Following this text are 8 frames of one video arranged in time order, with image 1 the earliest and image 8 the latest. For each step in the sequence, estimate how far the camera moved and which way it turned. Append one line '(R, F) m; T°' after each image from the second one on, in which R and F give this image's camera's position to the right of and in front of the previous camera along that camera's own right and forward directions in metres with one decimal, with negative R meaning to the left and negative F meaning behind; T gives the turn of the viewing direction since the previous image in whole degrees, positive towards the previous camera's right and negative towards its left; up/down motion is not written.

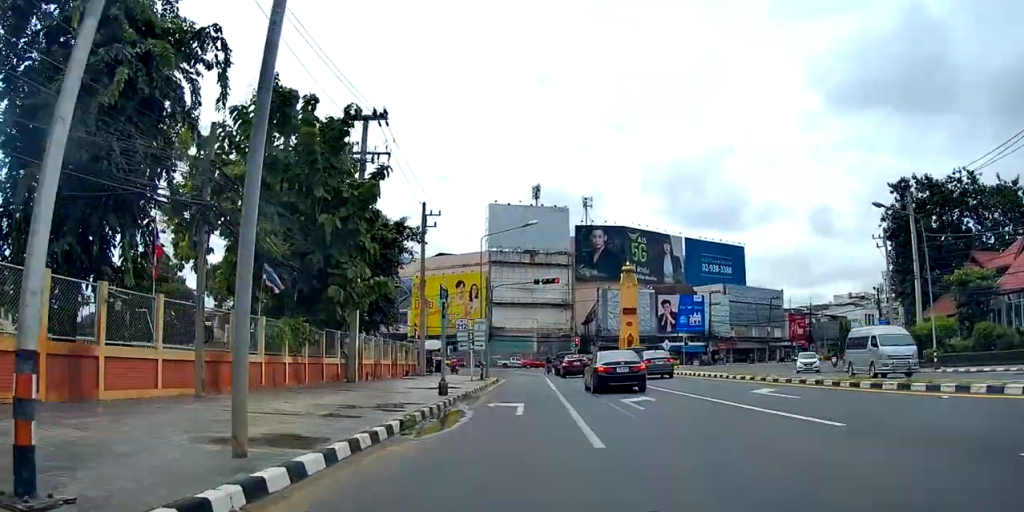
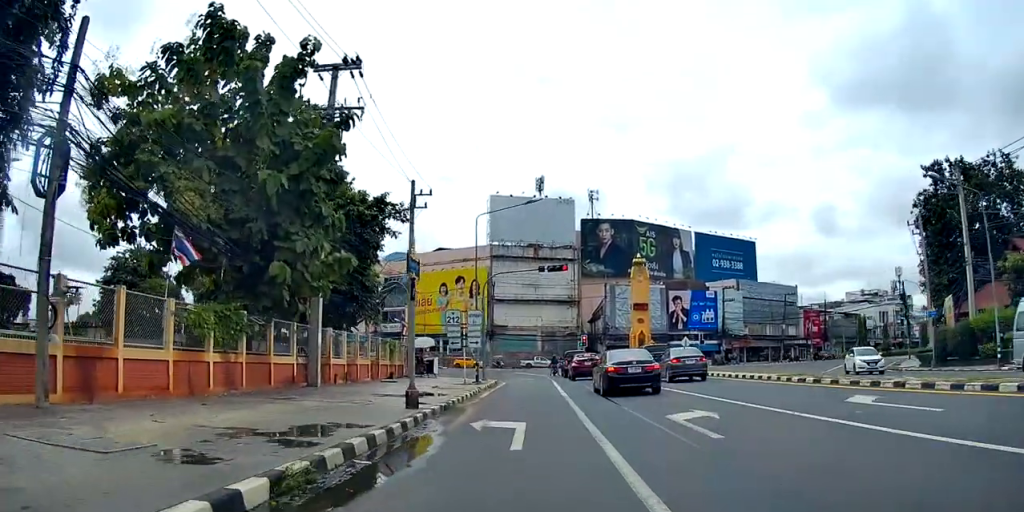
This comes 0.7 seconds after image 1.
(-0.3, +5.5) m; -2°
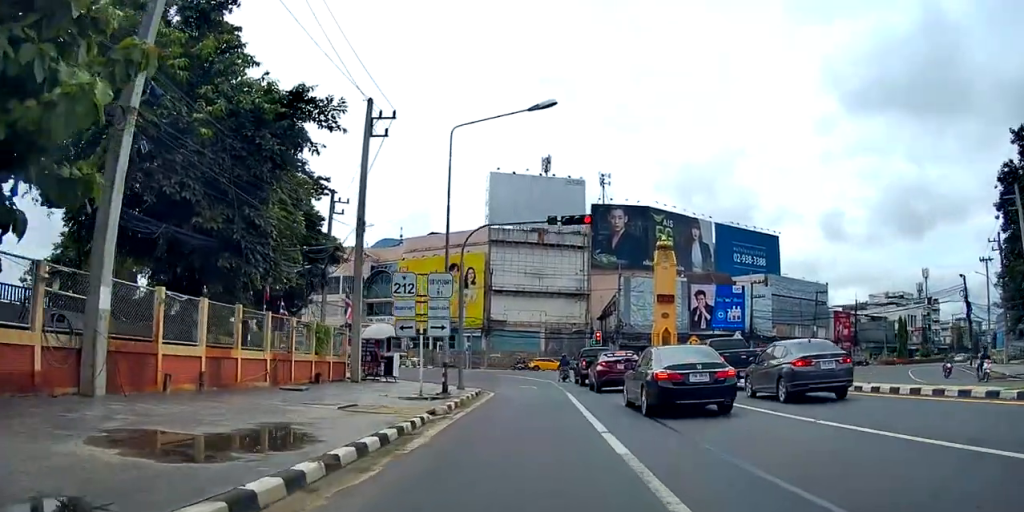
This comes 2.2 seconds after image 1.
(-0.2, +12.5) m; -1°
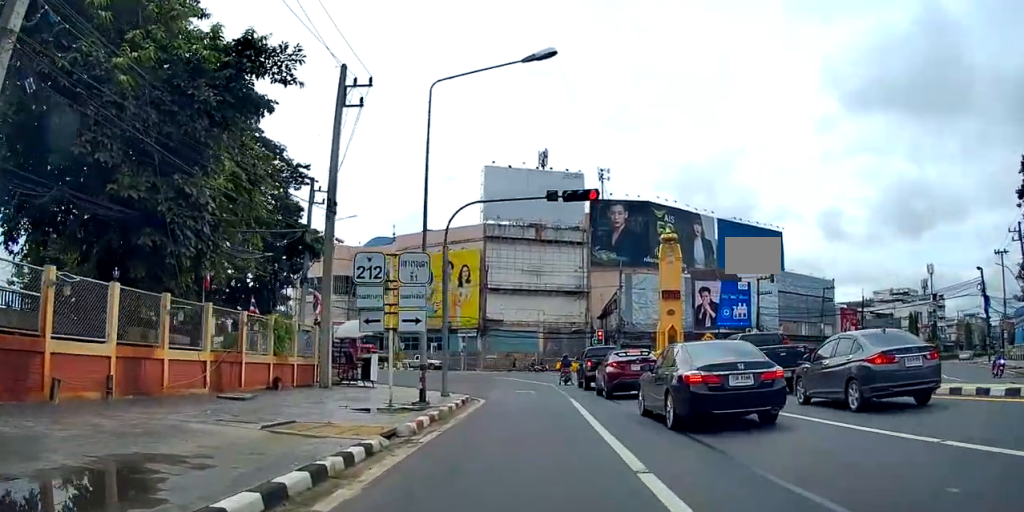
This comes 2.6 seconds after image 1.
(0.0, +3.6) m; 0°
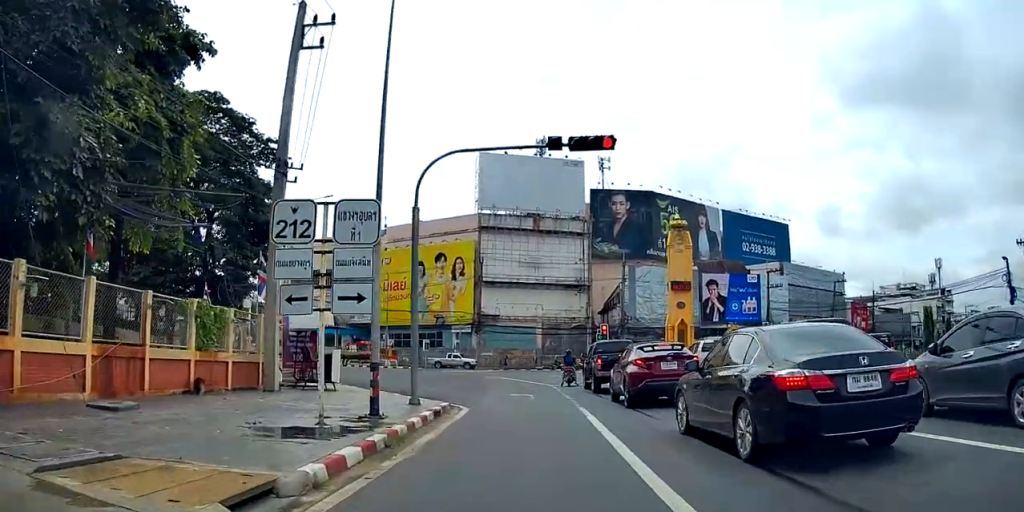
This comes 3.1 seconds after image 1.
(0.0, +4.5) m; 0°
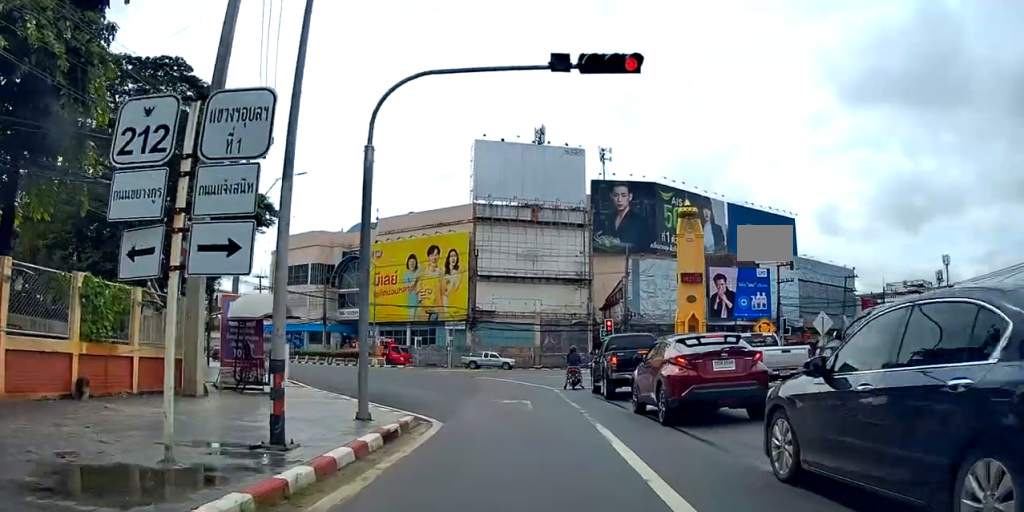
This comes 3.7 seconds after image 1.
(0.0, +4.0) m; 0°
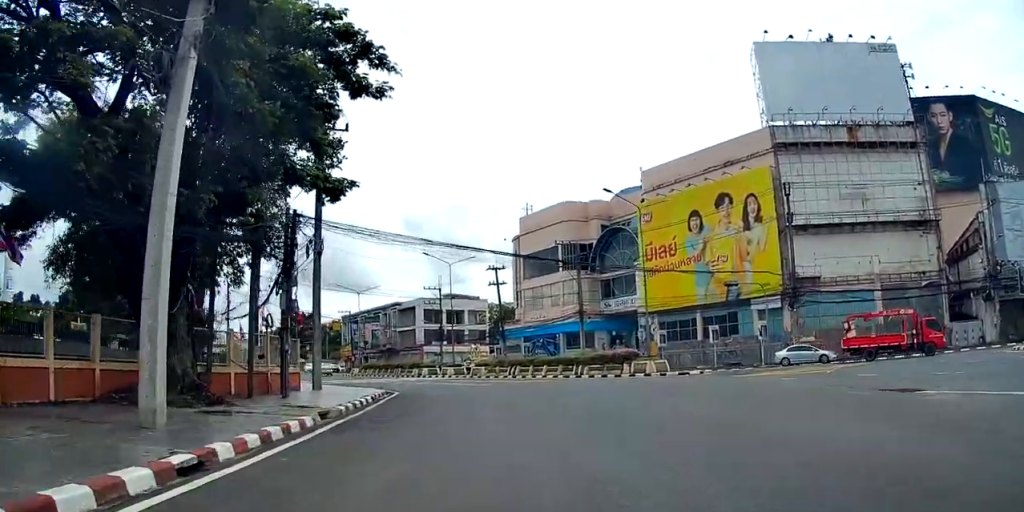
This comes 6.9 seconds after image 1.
(-2.1, +23.4) m; -15°
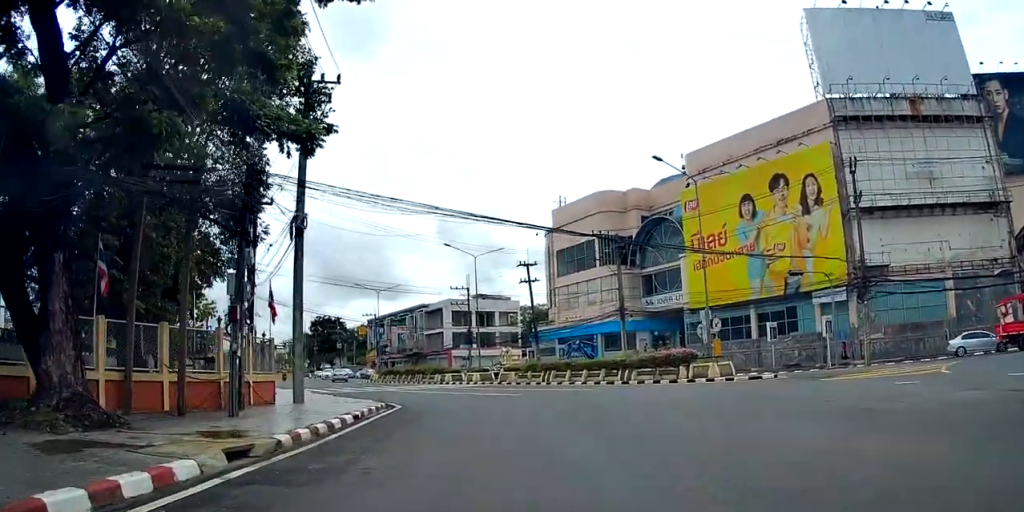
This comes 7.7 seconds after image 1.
(-0.1, +5.9) m; -6°
